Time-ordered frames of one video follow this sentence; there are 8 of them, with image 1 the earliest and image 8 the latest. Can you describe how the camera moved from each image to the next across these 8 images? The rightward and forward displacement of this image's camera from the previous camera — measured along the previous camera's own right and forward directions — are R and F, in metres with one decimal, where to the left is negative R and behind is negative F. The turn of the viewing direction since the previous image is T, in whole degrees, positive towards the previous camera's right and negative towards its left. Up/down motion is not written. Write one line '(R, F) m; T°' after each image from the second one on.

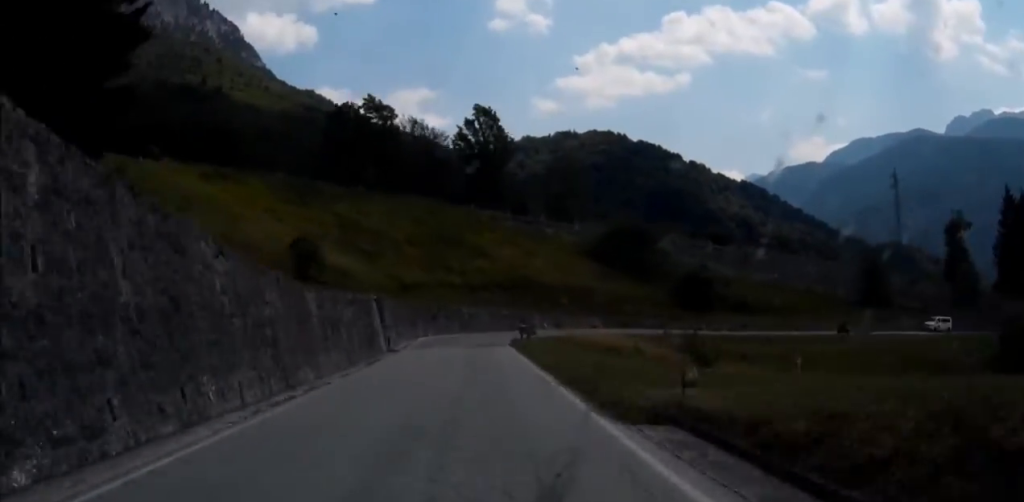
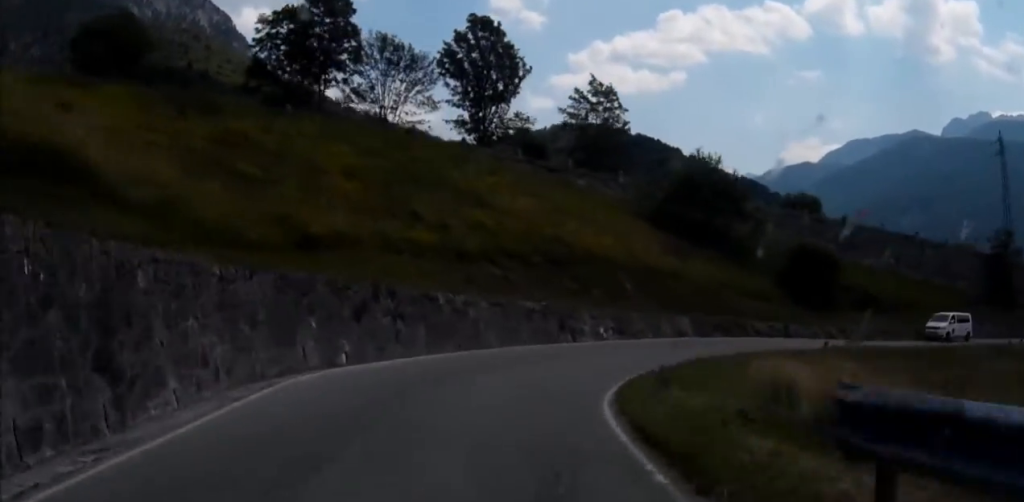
(+1.7, +25.9) m; +10°
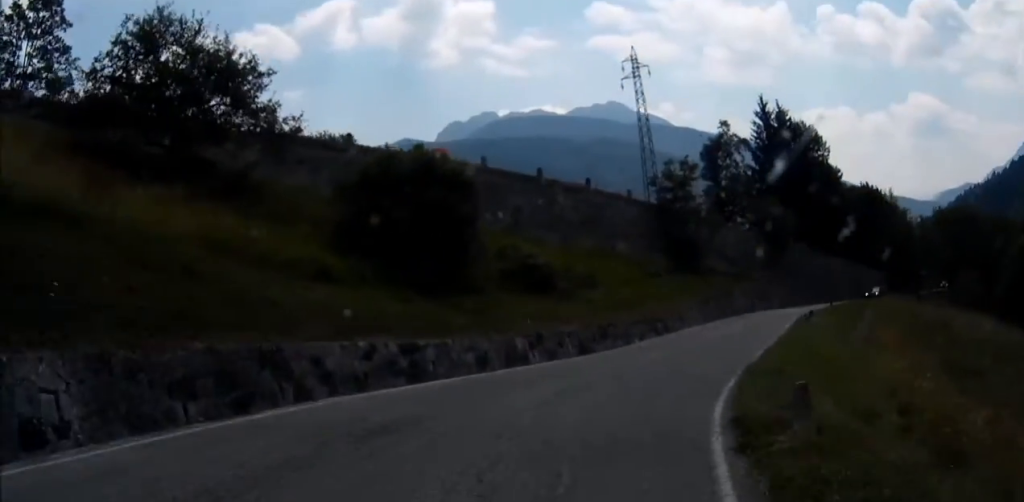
(+8.5, +30.9) m; +38°
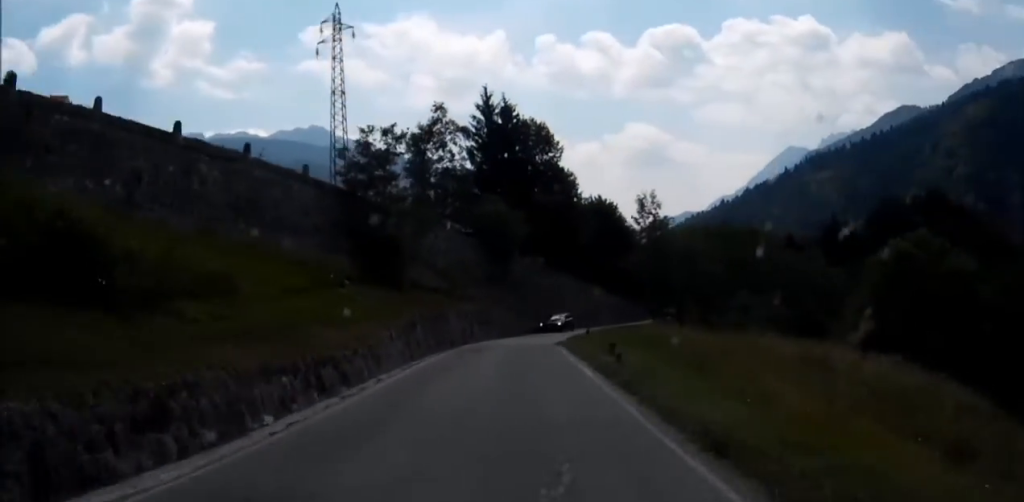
(+3.6, +15.8) m; +14°
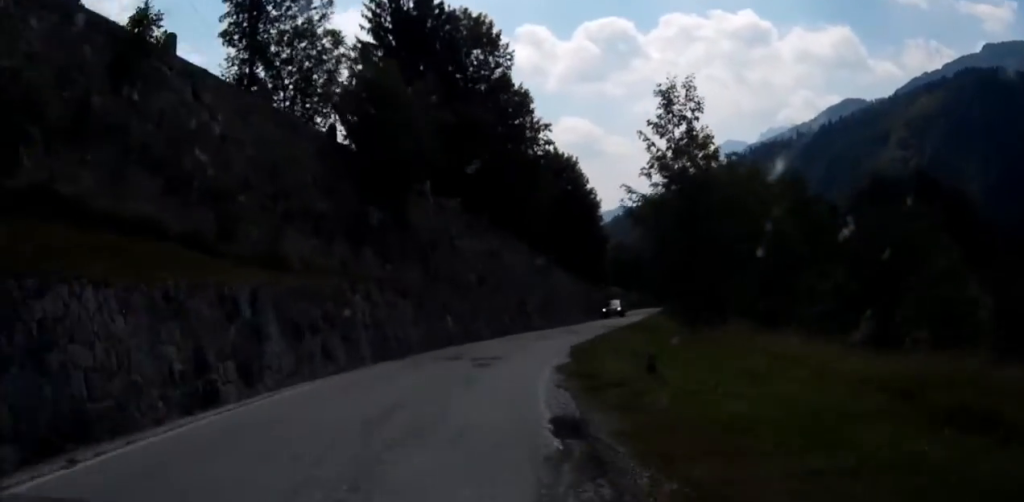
(+1.2, +26.0) m; +9°
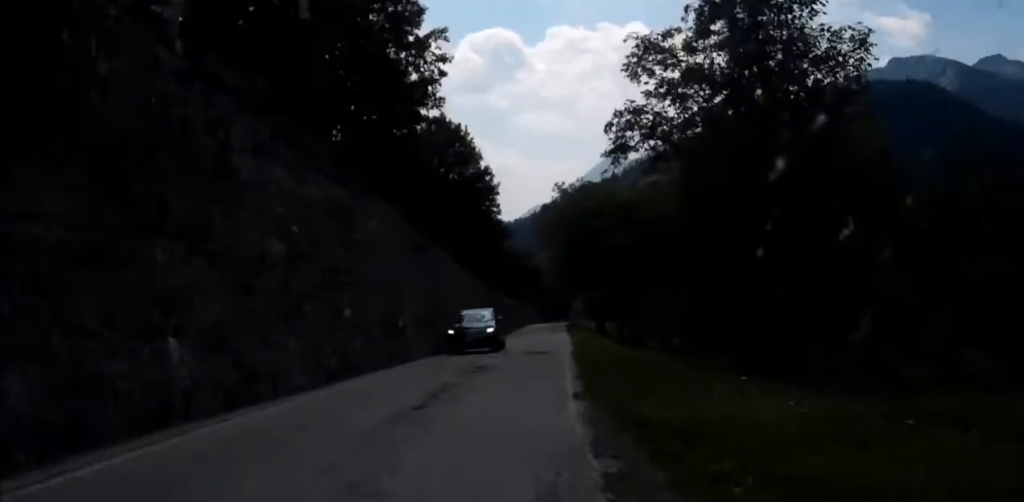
(+1.3, +18.2) m; +7°
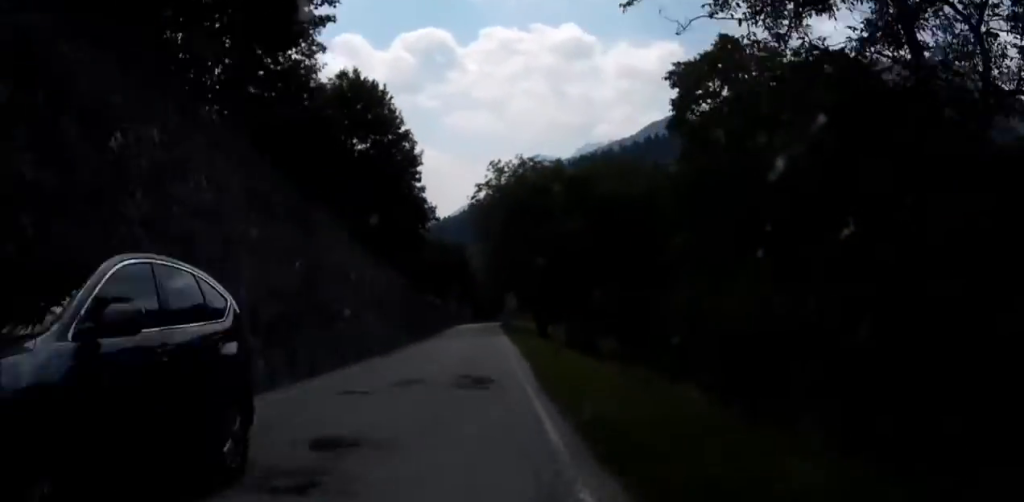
(+0.6, +11.0) m; +3°
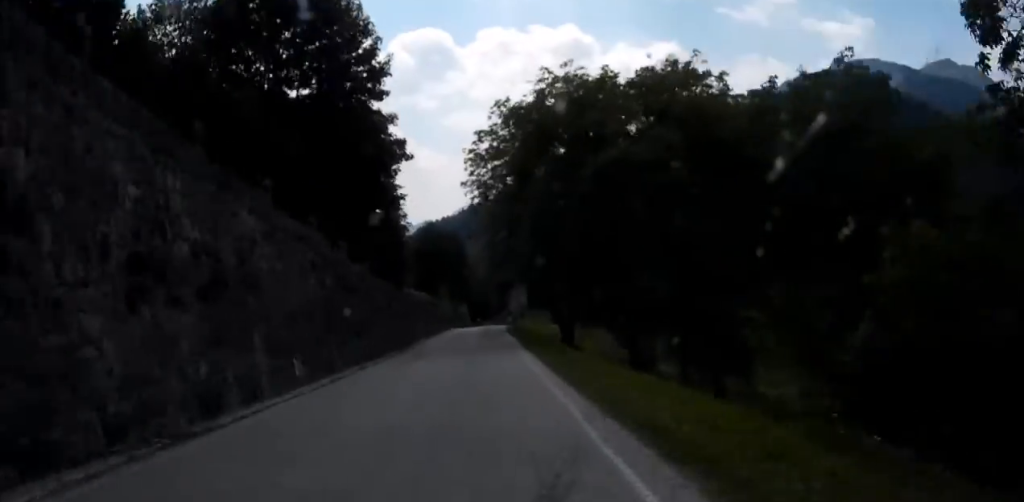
(+0.1, +20.3) m; 0°
